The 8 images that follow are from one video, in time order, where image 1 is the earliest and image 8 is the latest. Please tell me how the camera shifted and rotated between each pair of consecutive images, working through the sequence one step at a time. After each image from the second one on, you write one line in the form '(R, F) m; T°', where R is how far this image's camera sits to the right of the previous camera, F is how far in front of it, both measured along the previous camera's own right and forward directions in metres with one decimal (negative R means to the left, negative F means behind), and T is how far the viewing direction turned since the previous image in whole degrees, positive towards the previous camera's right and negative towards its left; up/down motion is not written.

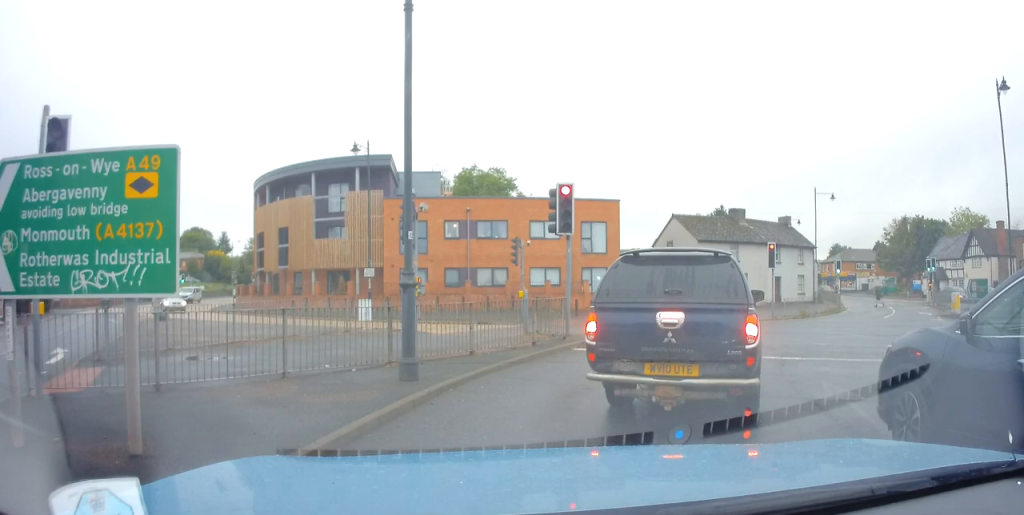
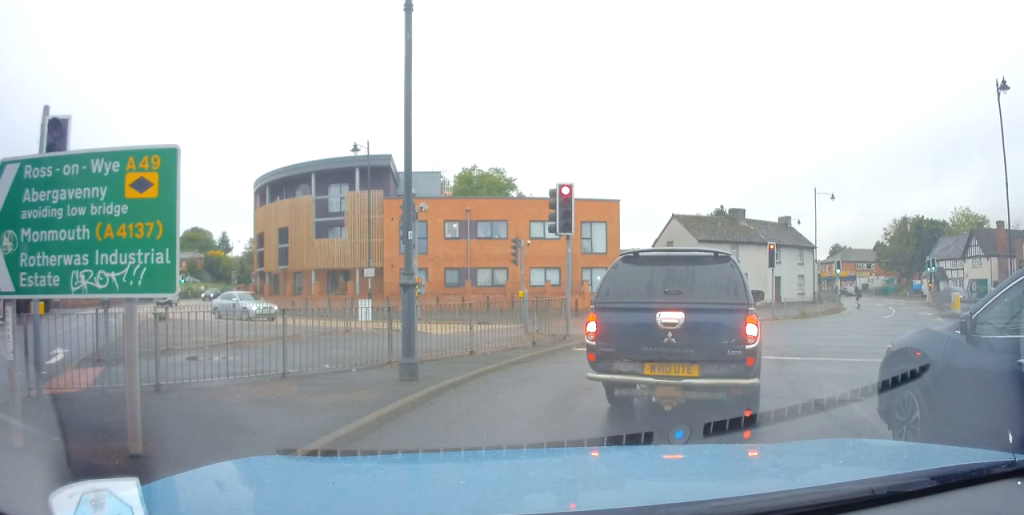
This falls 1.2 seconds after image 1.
(0.0, 0.0) m; 0°
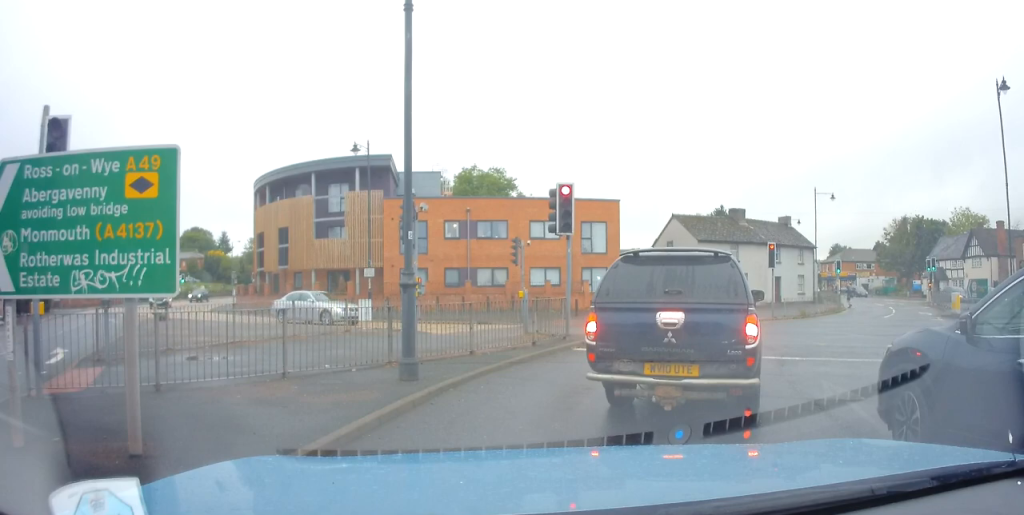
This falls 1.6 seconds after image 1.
(0.0, 0.0) m; 0°
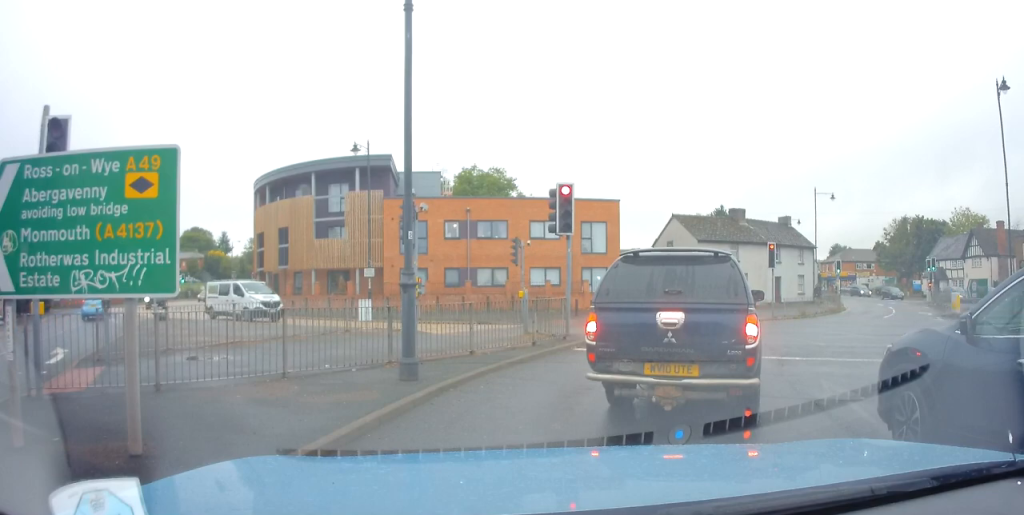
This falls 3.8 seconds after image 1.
(0.0, 0.0) m; 0°
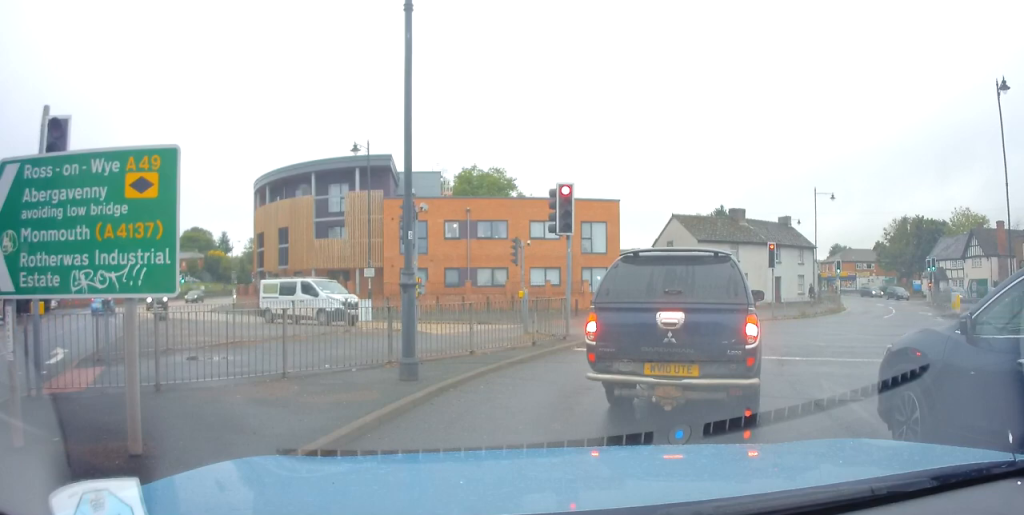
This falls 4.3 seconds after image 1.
(0.0, 0.0) m; 0°
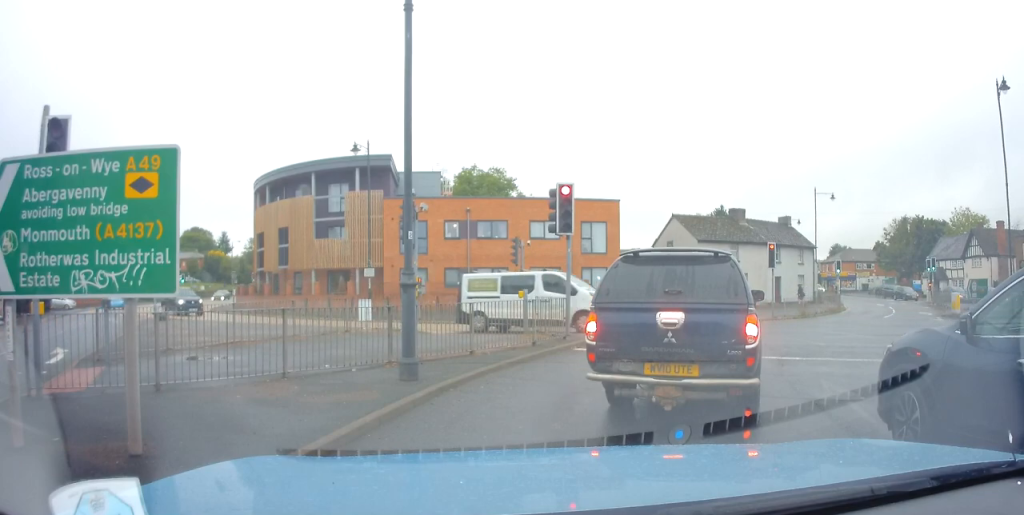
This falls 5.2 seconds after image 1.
(0.0, 0.0) m; 0°
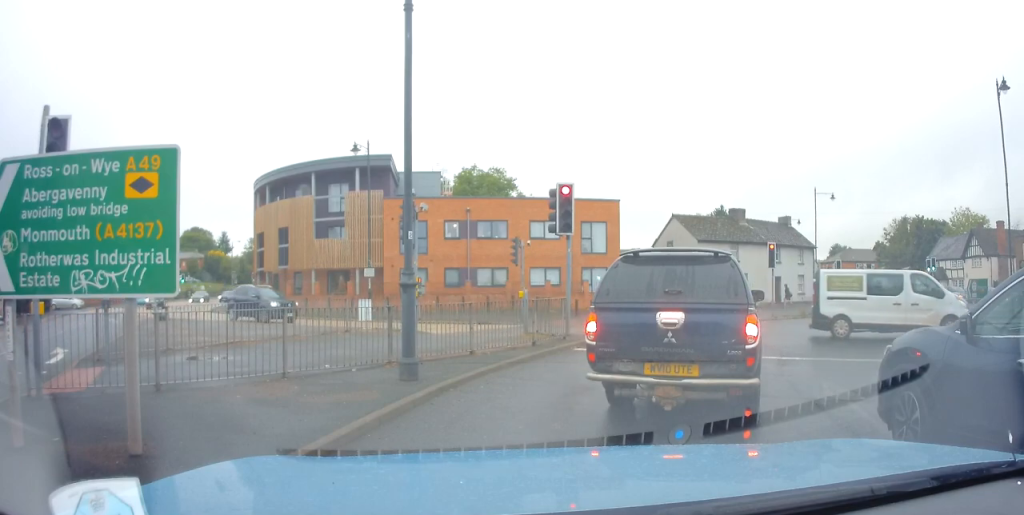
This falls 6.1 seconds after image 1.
(0.0, 0.0) m; 0°
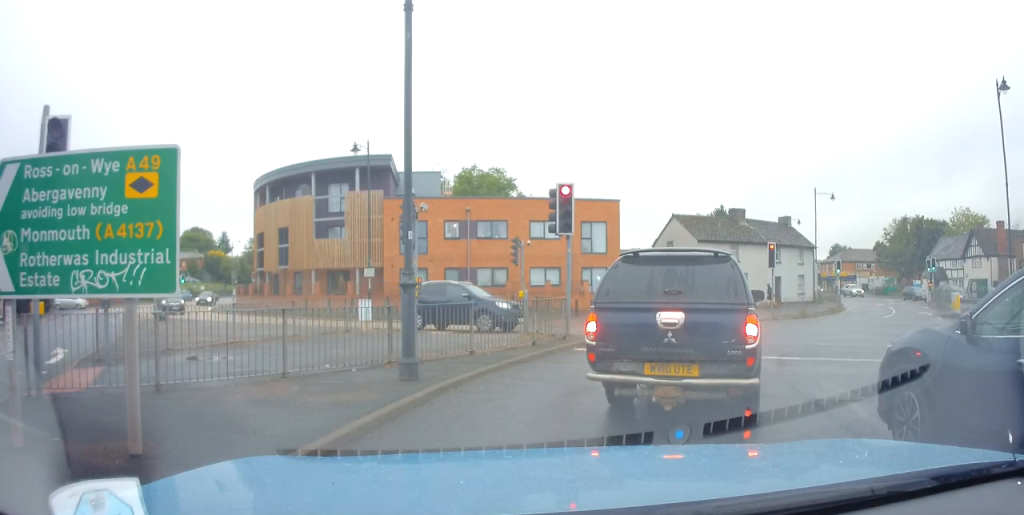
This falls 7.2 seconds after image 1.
(0.0, 0.0) m; 0°
